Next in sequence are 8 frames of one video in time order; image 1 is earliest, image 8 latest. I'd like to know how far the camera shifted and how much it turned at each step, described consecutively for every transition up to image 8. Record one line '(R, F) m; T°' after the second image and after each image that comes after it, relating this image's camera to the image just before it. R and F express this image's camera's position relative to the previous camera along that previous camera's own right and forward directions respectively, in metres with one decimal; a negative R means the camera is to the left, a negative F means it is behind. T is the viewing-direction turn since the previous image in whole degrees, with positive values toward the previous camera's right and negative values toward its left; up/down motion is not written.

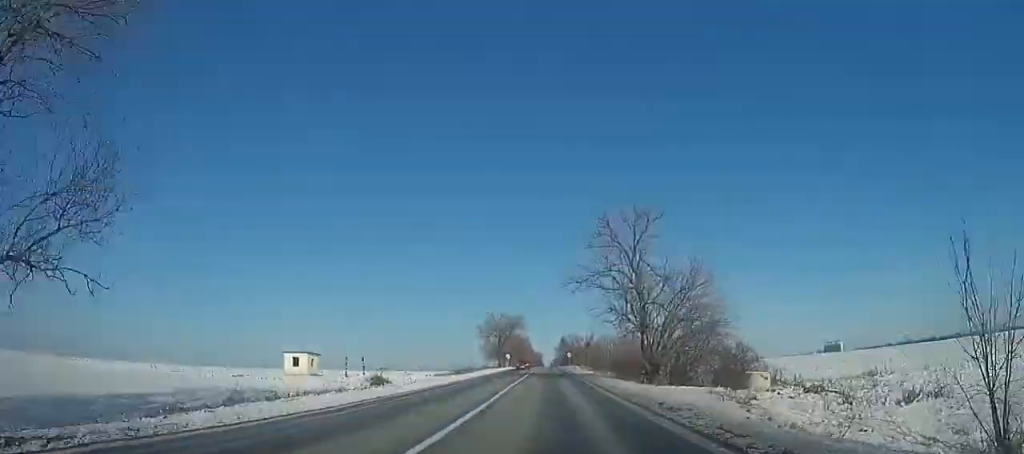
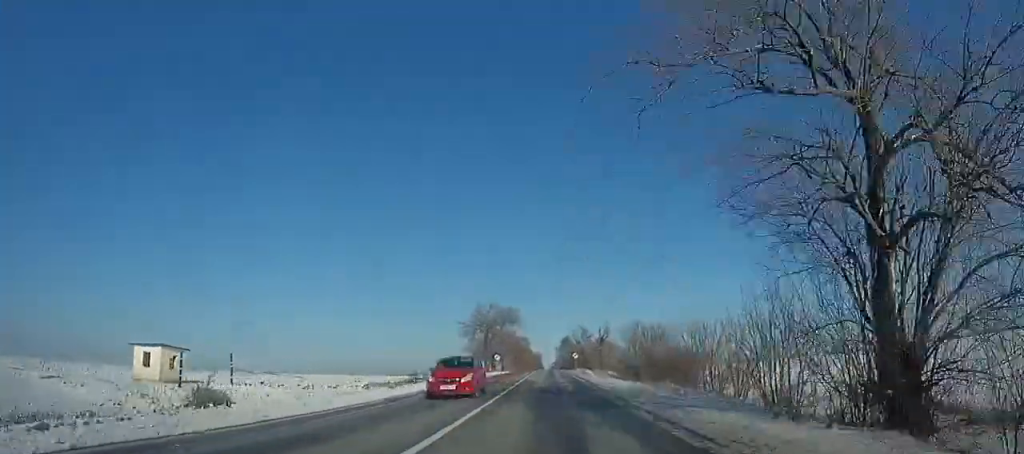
(0.0, +22.0) m; 0°
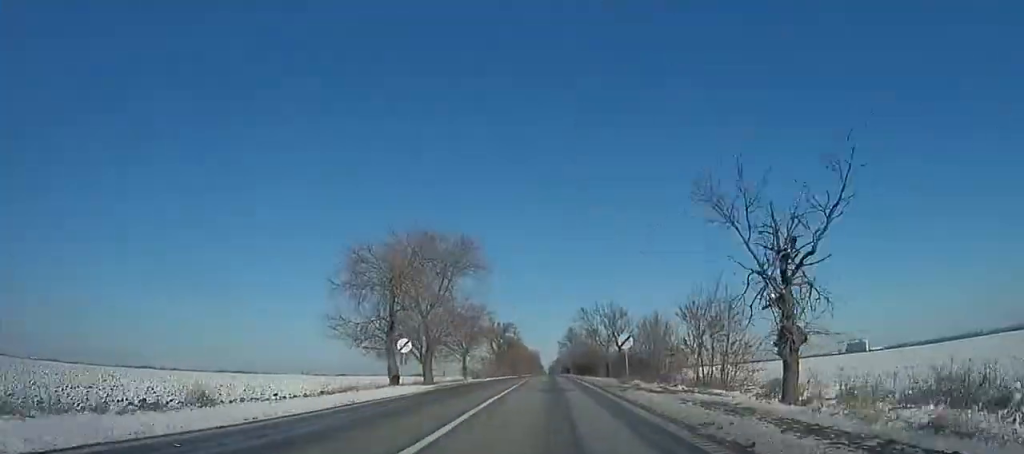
(0.0, +50.4) m; 0°
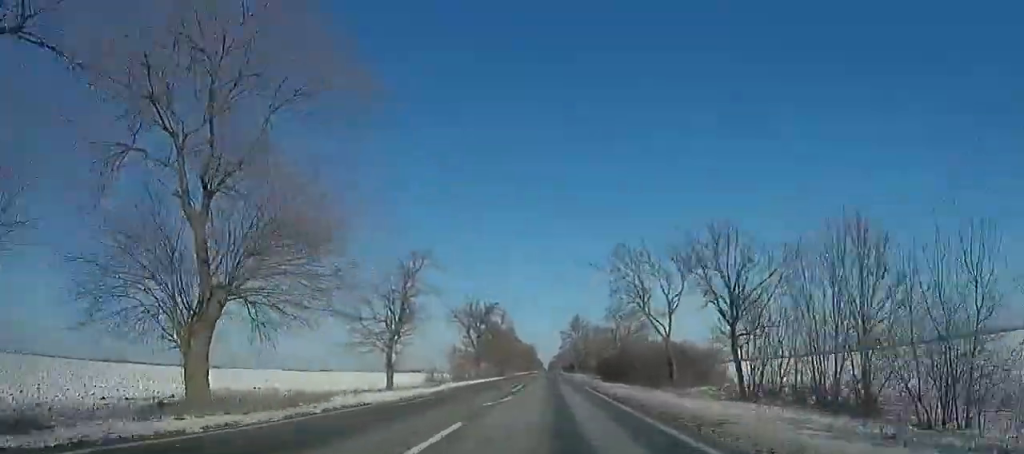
(0.0, +29.3) m; 0°
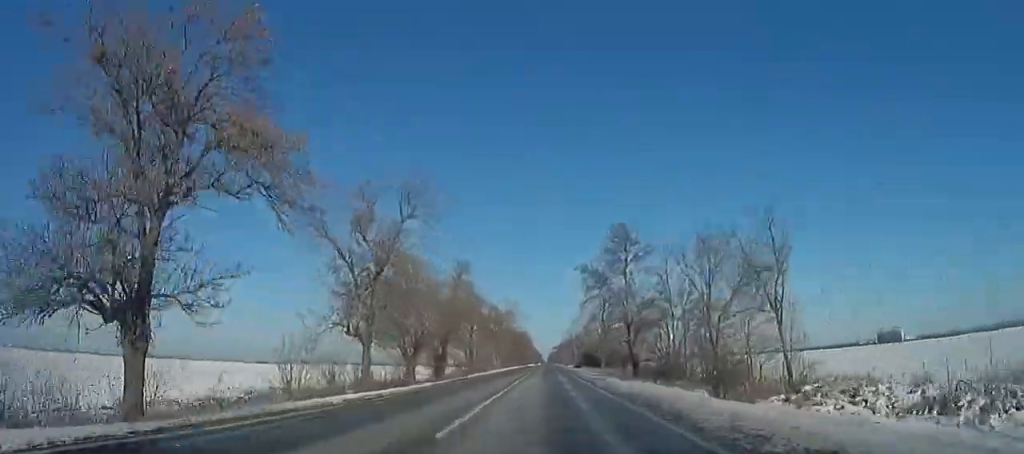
(0.0, +61.3) m; -1°
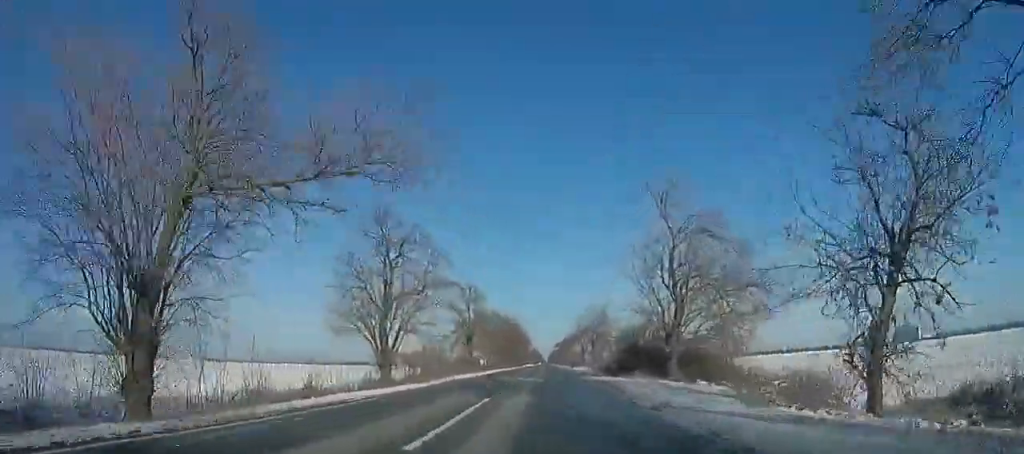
(-0.3, +36.2) m; 0°
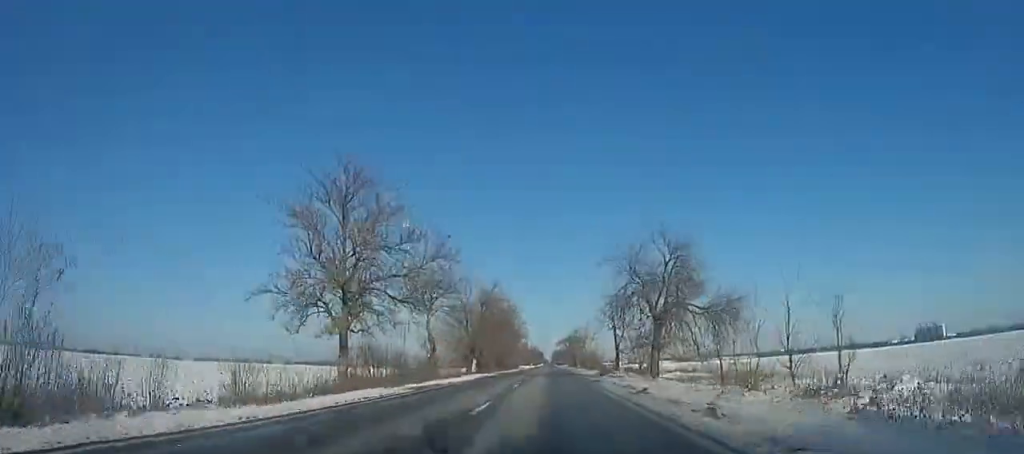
(+0.2, +43.8) m; +1°
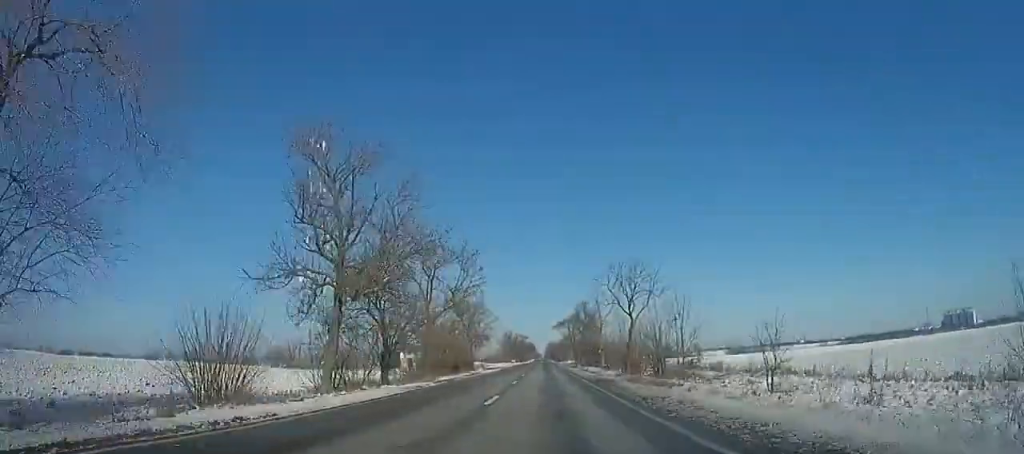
(+0.7, +67.9) m; -1°
